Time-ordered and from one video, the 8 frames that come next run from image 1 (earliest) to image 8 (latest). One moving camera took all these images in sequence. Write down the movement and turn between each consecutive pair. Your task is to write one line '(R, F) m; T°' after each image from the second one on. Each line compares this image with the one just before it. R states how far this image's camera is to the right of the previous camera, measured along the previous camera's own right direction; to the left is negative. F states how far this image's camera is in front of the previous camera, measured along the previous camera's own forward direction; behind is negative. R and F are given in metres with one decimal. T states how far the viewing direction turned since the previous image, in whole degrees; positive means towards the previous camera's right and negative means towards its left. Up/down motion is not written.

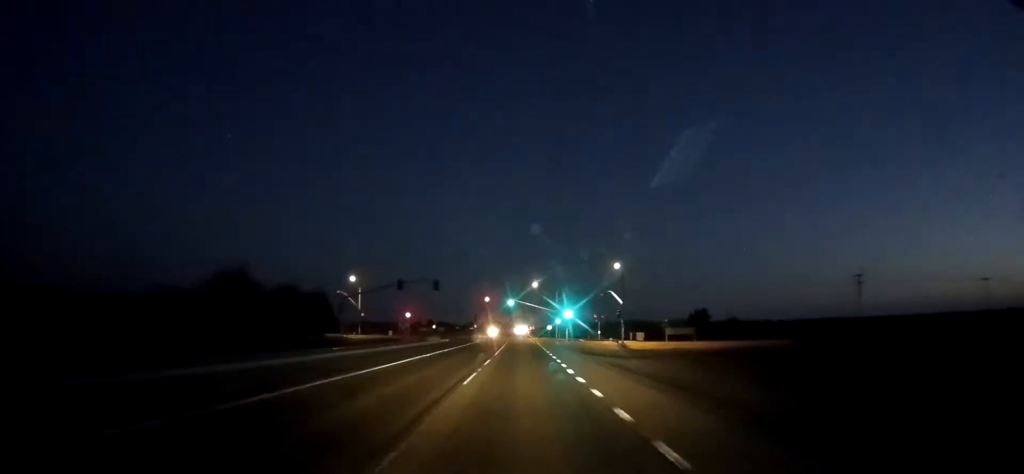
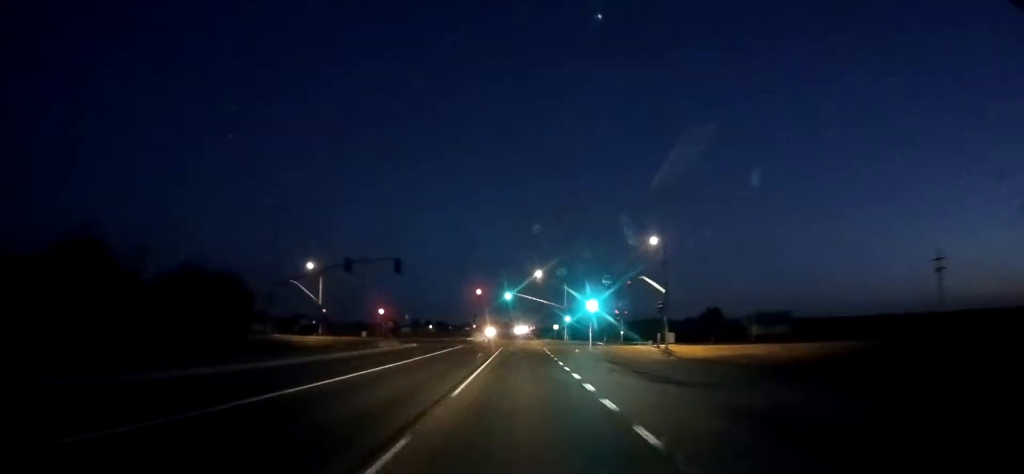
(0.0, +20.4) m; 0°
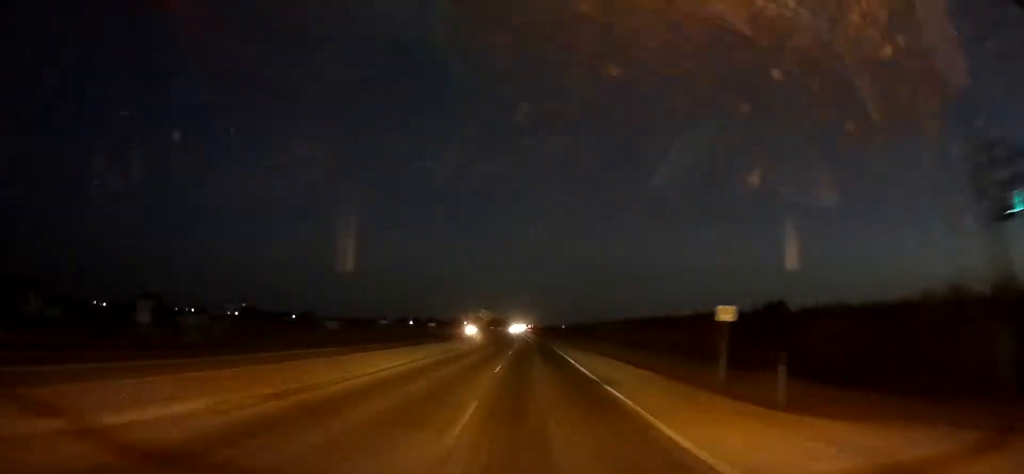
(0.0, +77.4) m; 0°
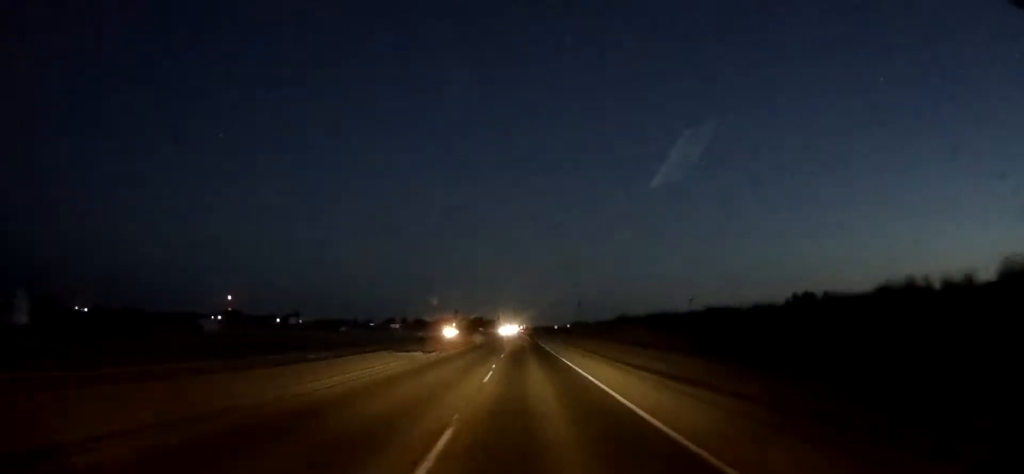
(0.0, +28.5) m; +1°
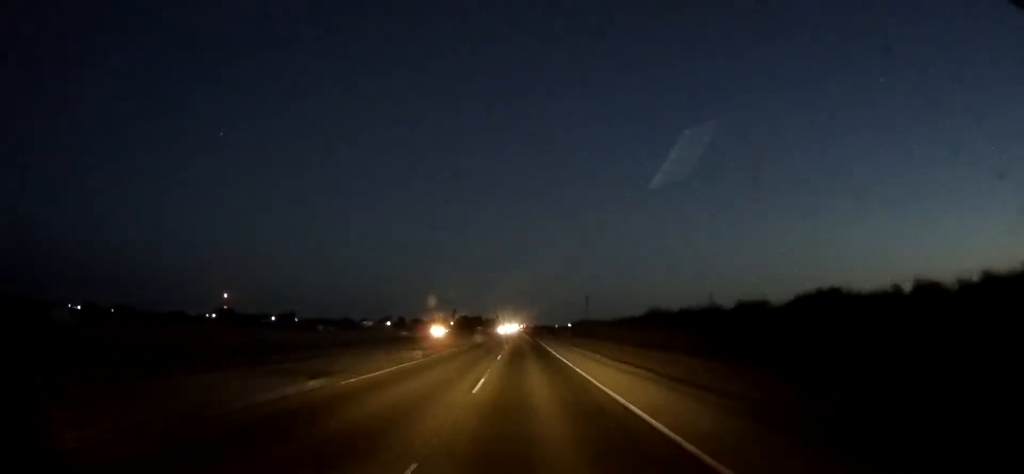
(+0.4, +17.9) m; 0°
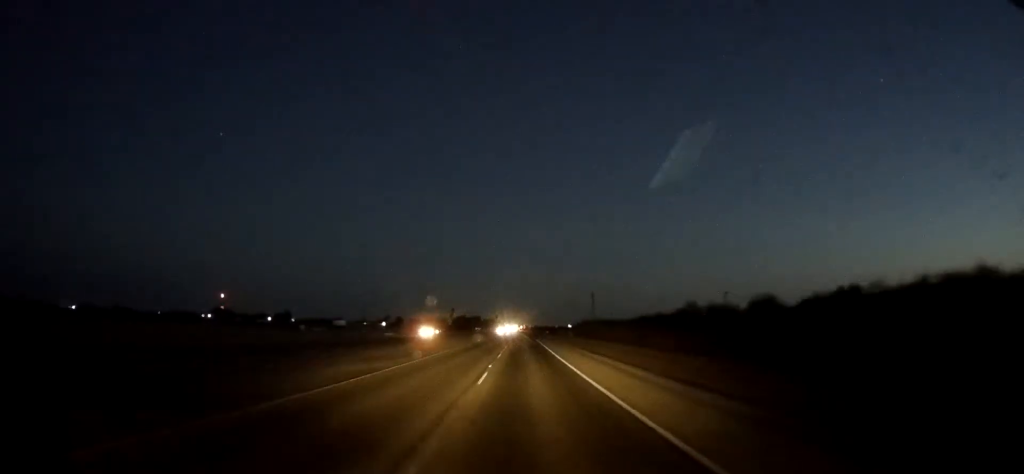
(+0.2, +12.2) m; 0°
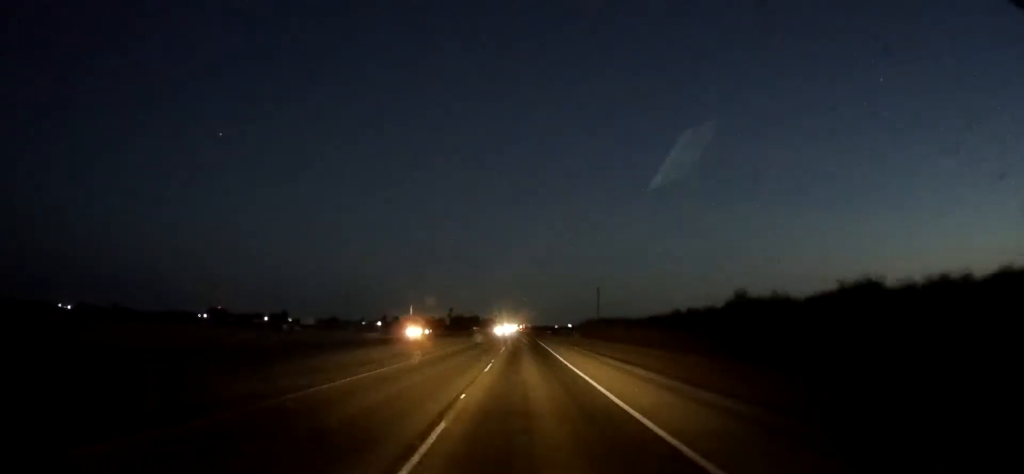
(-0.3, +10.6) m; -1°
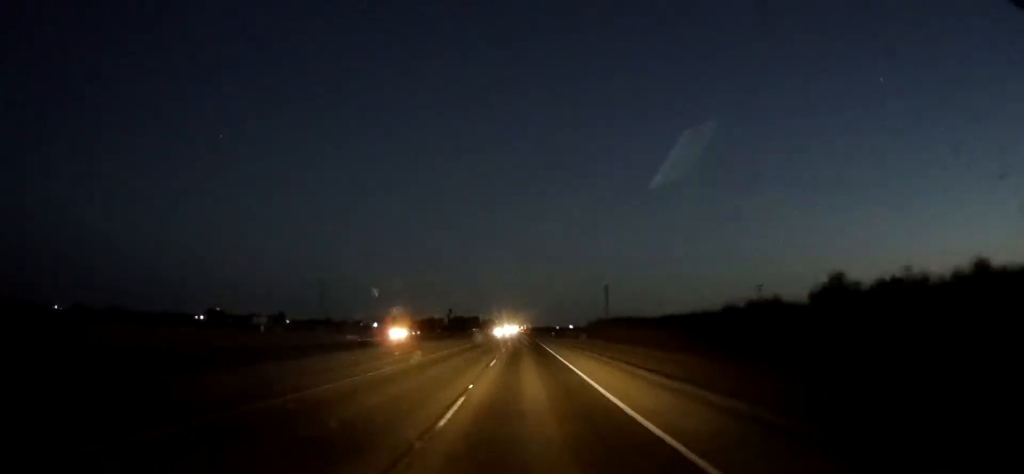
(-0.2, +11.4) m; -1°
